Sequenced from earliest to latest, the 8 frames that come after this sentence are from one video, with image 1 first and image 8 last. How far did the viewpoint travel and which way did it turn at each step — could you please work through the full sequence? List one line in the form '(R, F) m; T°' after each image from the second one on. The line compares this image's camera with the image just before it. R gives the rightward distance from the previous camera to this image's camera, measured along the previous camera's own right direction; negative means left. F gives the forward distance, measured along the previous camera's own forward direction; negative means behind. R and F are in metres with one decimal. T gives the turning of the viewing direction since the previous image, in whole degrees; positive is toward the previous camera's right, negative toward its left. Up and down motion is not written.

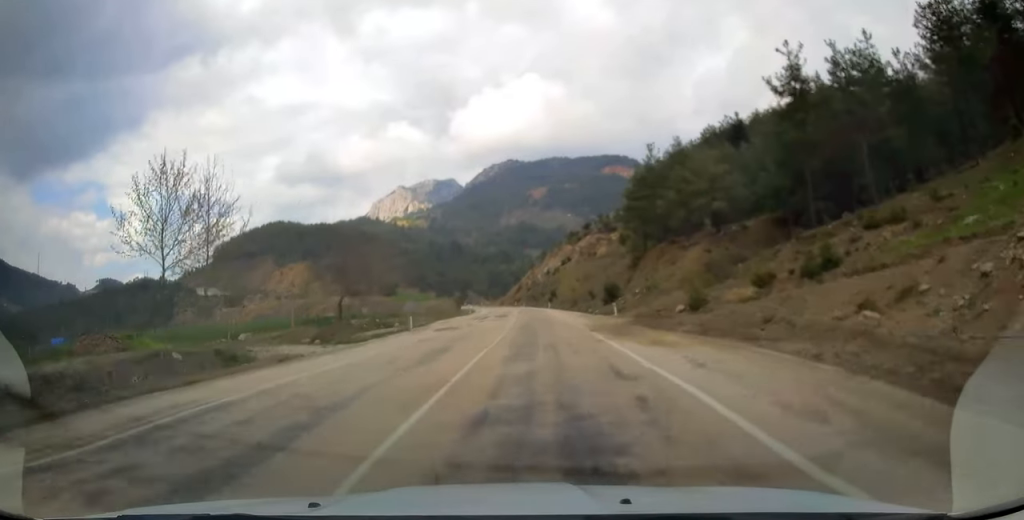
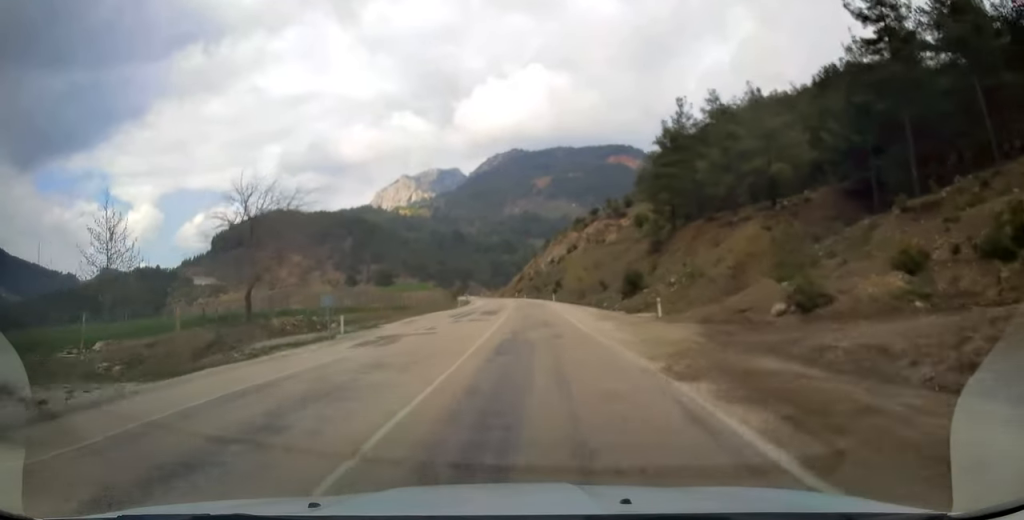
(+0.1, +14.9) m; -1°
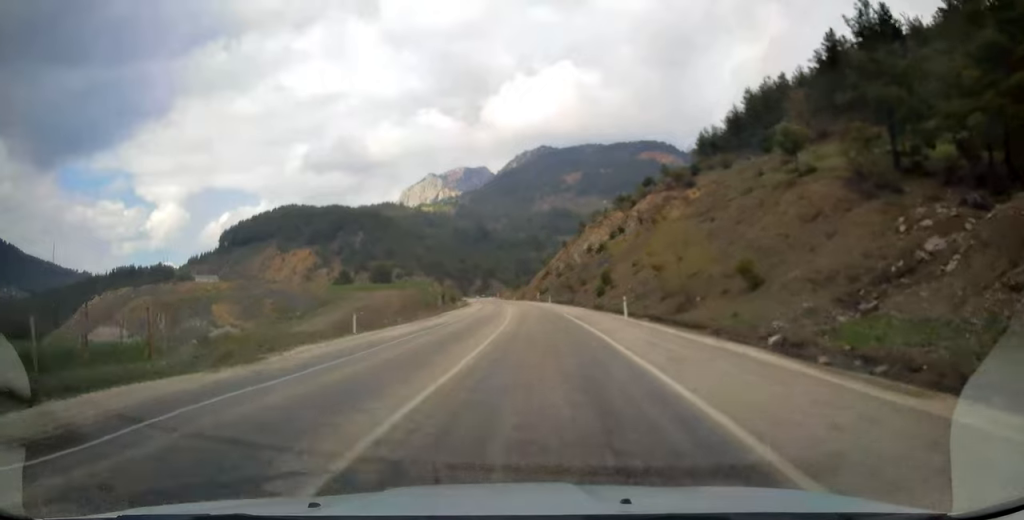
(-0.9, +53.6) m; -2°
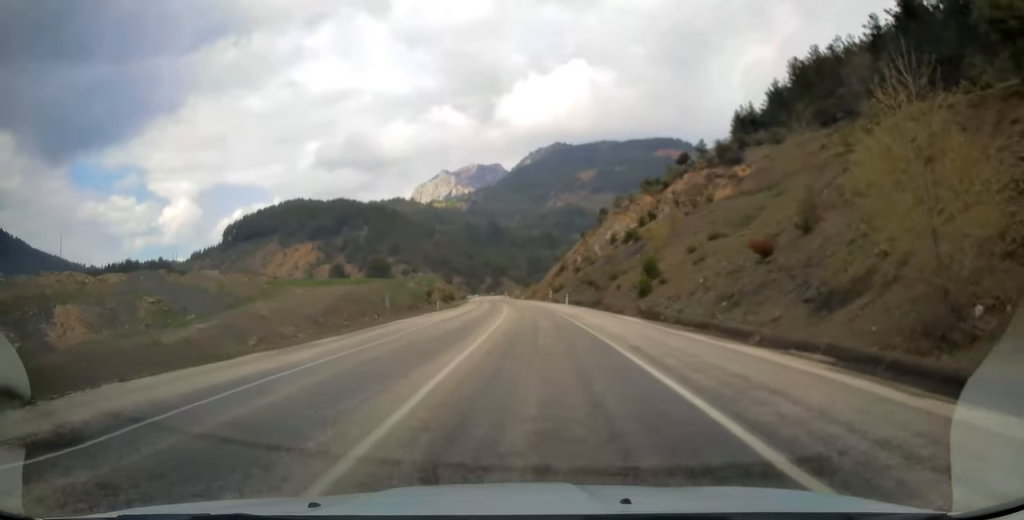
(-0.4, +24.4) m; -1°
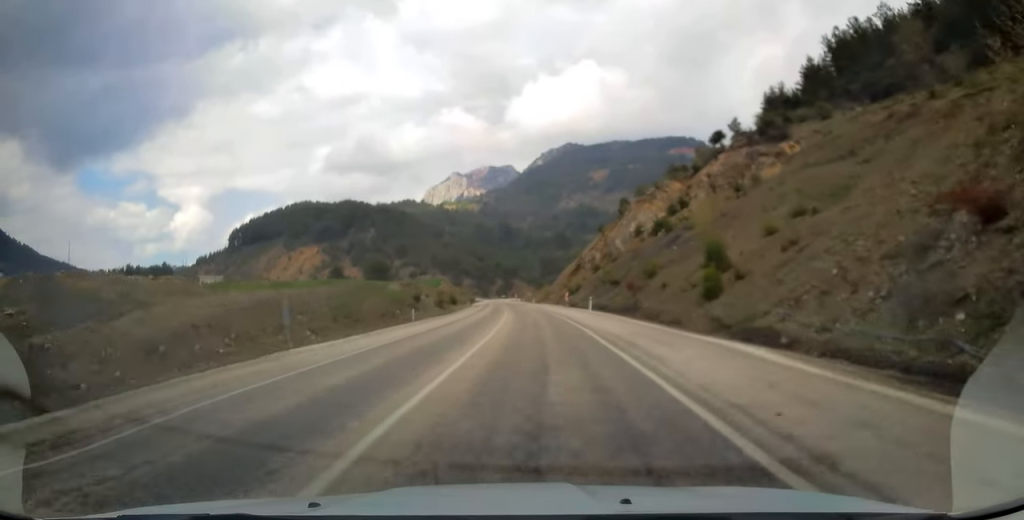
(0.0, +16.8) m; -1°
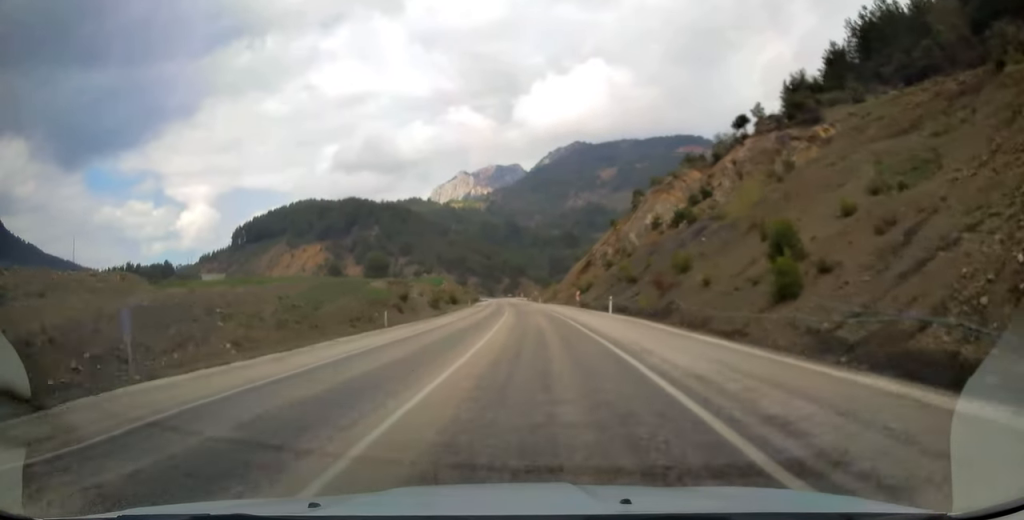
(-0.1, +9.5) m; -1°
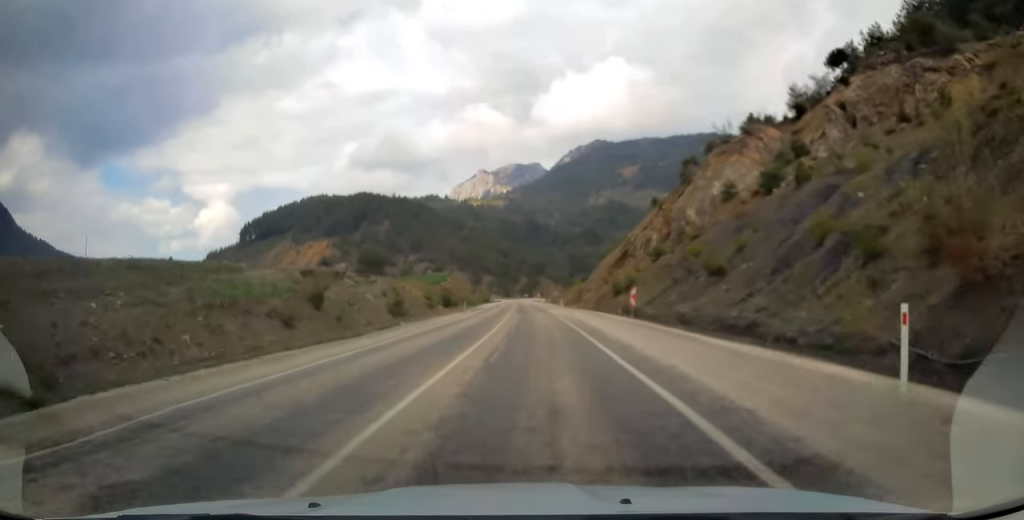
(-0.5, +28.4) m; -2°
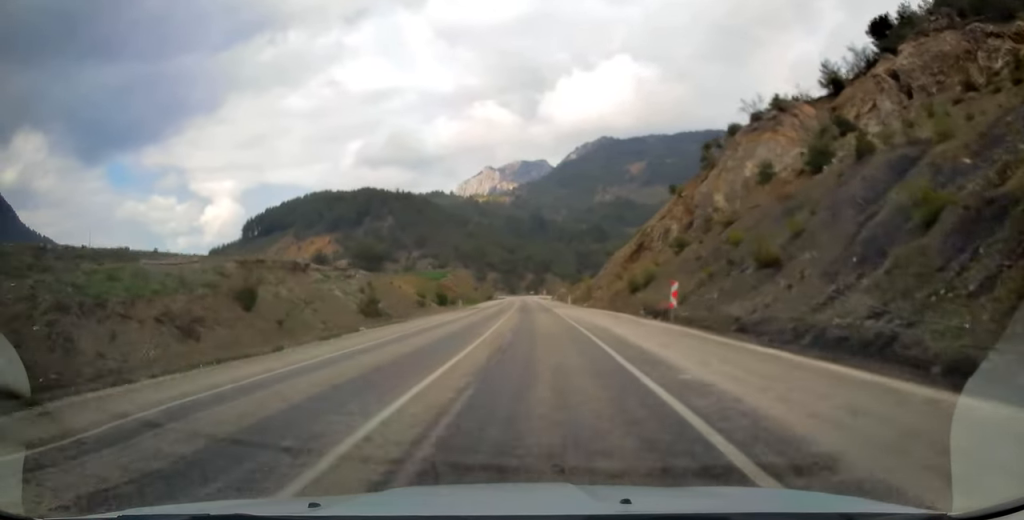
(+0.1, +9.1) m; -1°
